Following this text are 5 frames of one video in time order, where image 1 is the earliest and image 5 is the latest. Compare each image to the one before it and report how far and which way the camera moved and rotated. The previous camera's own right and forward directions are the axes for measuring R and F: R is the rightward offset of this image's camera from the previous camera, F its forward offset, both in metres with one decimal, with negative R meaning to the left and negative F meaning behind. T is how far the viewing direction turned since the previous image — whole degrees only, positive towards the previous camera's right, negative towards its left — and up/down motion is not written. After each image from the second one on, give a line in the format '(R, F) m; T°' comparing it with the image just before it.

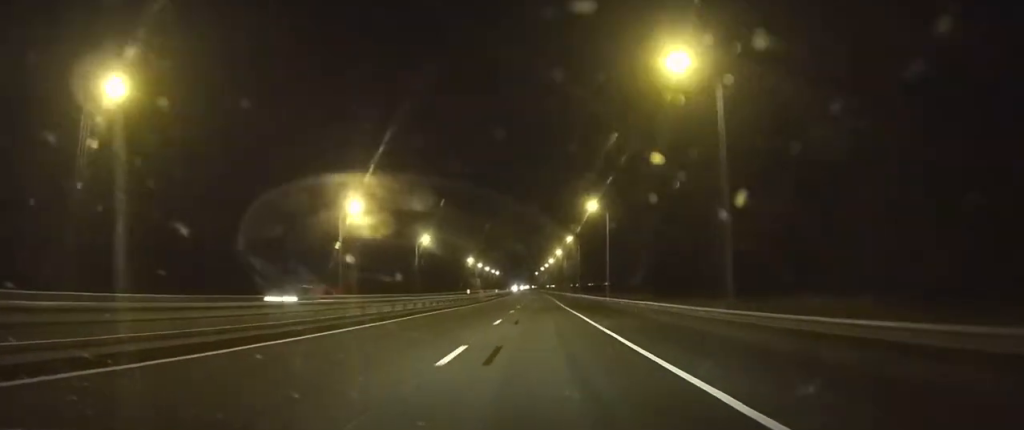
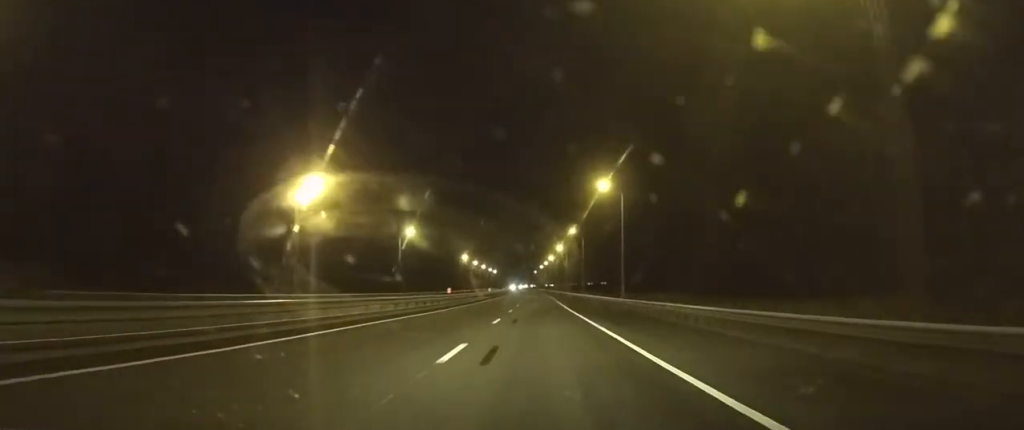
(0.0, +11.7) m; 0°
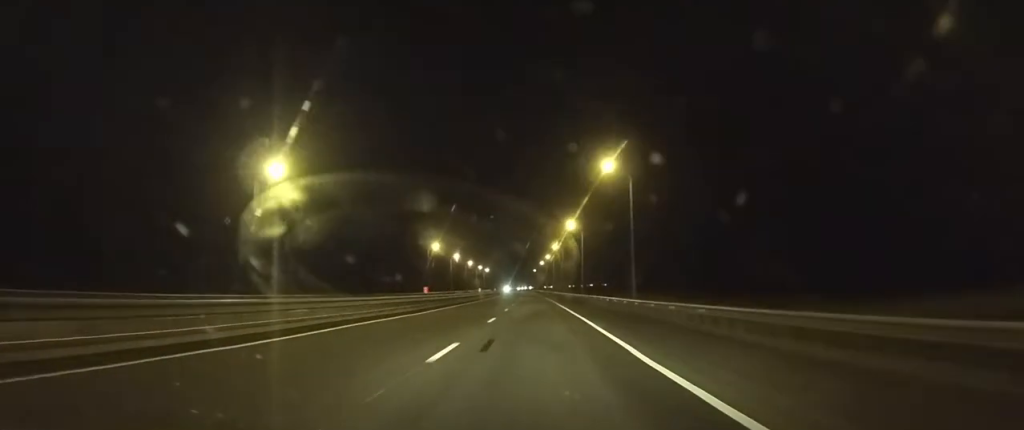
(0.0, +47.2) m; 0°
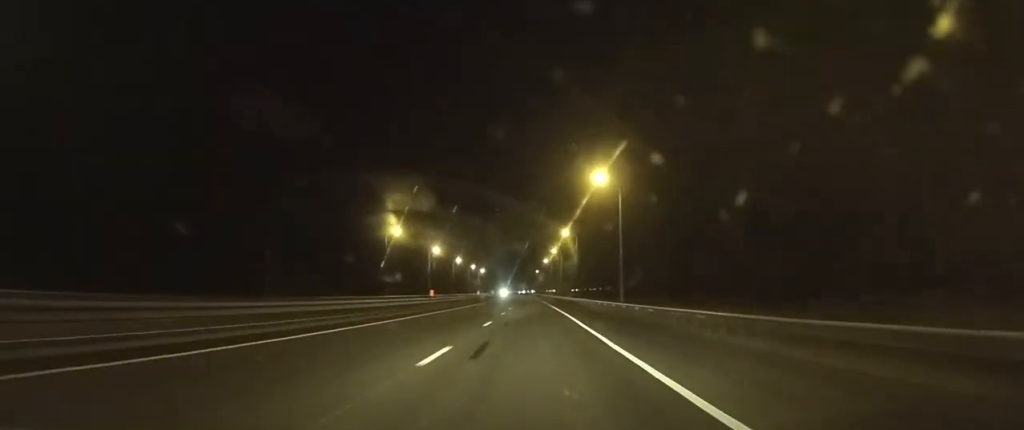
(-0.2, +35.8) m; 0°
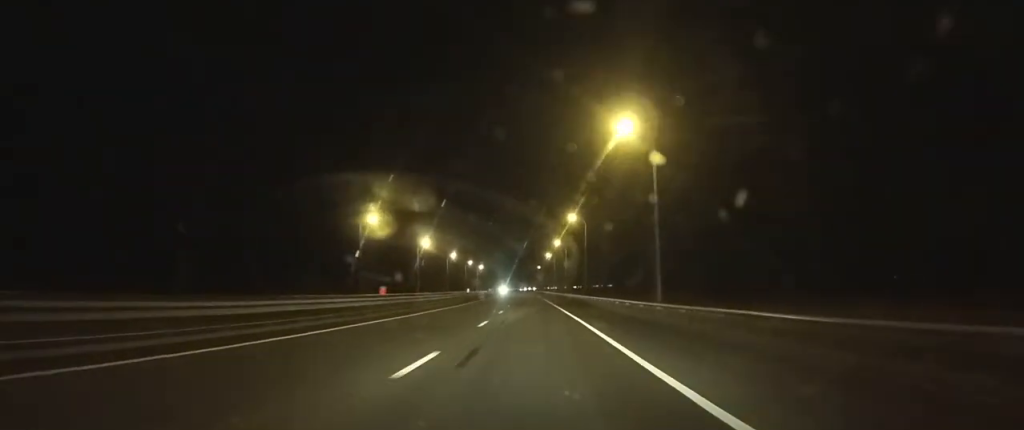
(0.0, +13.5) m; 0°
